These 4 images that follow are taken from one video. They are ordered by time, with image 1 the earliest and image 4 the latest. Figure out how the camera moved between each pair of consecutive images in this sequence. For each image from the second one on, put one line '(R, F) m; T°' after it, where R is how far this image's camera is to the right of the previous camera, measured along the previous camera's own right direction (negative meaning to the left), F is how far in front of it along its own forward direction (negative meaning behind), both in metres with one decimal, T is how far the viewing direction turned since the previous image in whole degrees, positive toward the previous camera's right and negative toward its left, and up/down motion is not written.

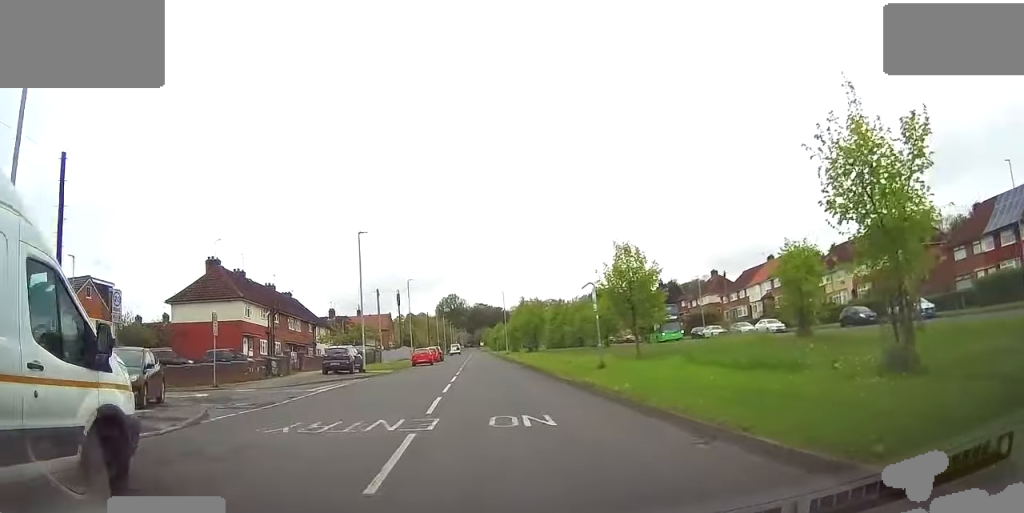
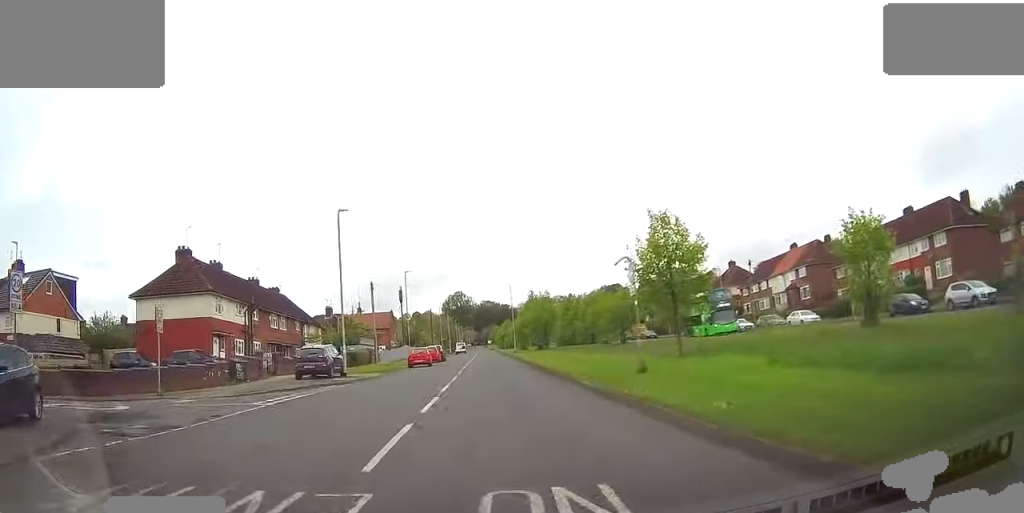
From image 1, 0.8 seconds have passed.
(0.0, +6.2) m; 0°
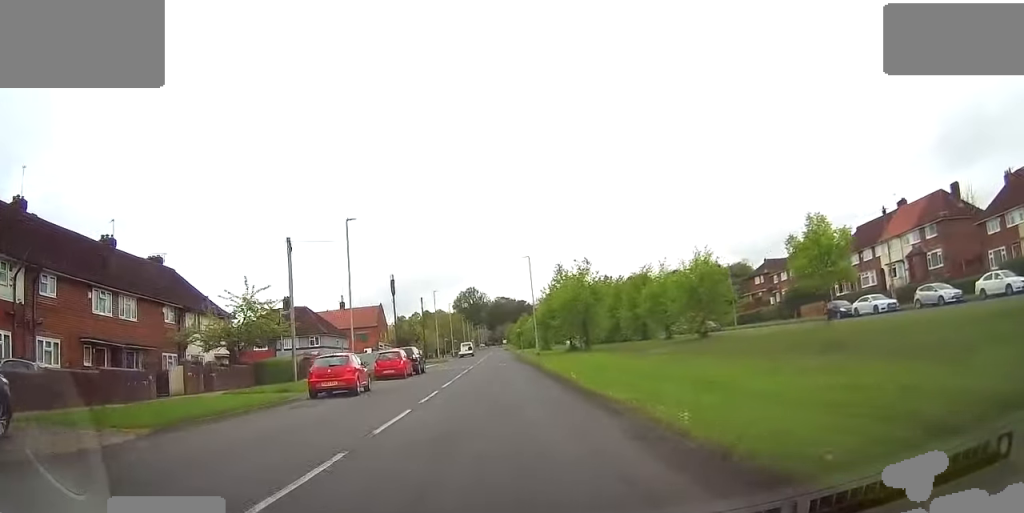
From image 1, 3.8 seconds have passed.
(+0.1, +26.7) m; -3°
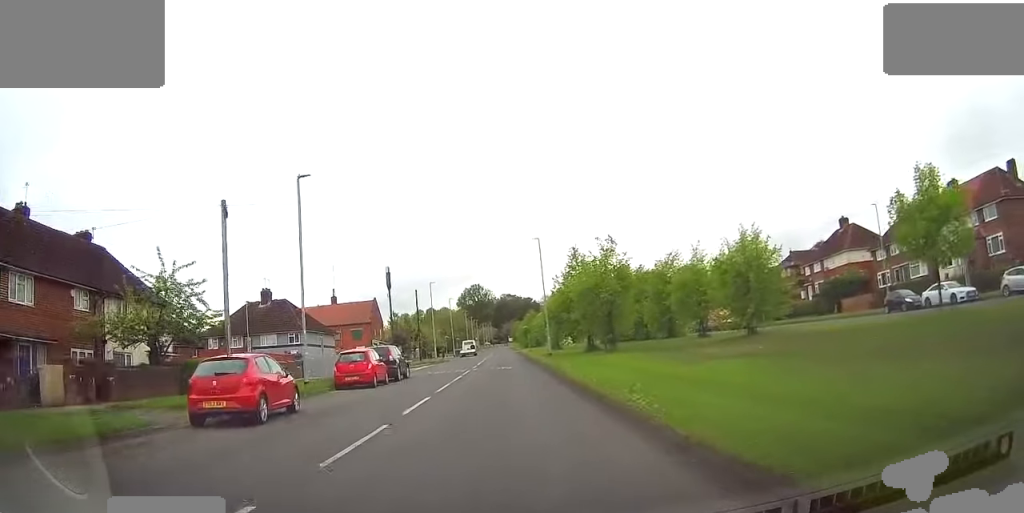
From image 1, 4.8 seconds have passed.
(-0.3, +9.1) m; -1°
